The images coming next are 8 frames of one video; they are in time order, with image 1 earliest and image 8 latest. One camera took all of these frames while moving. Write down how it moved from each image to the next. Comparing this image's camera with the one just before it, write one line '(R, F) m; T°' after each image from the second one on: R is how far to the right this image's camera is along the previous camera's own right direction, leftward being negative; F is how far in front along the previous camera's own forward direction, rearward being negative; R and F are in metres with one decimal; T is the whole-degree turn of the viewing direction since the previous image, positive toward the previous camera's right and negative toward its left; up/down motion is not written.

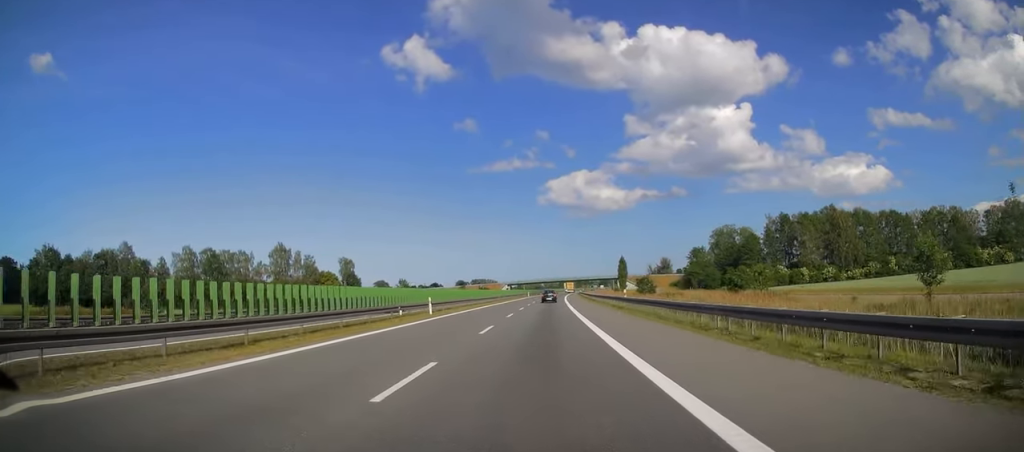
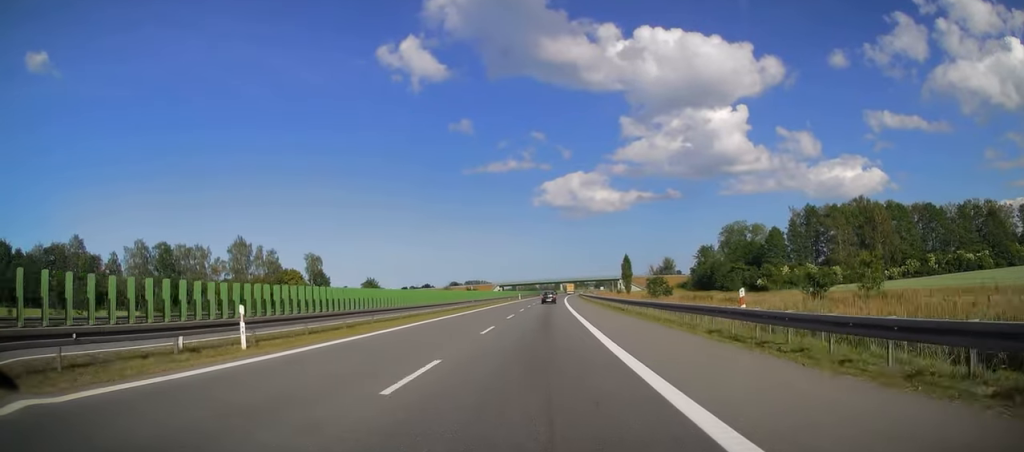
(-0.1, +23.4) m; 0°
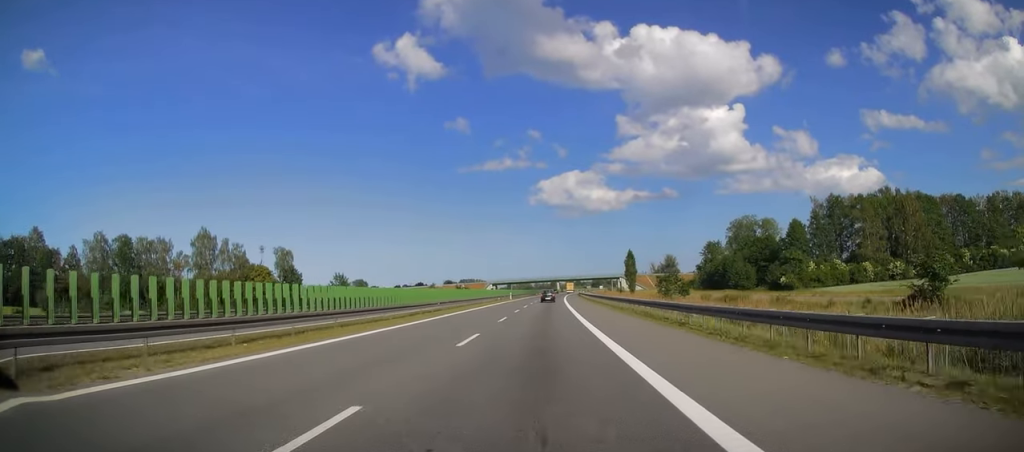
(+0.2, +17.1) m; +1°
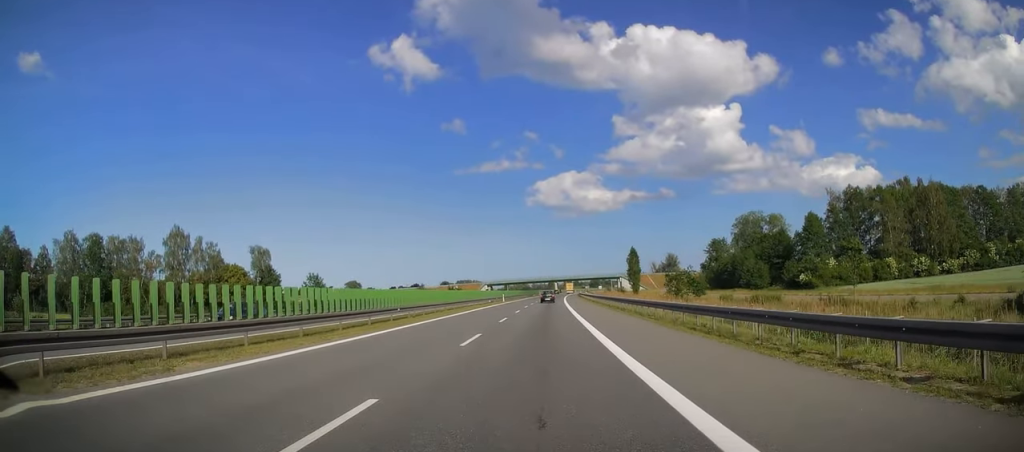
(0.0, +11.2) m; 0°
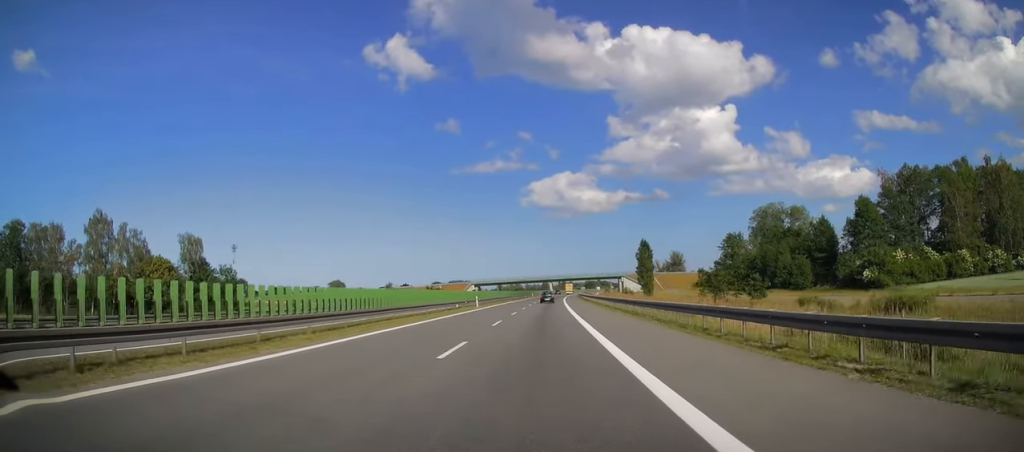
(+0.1, +26.9) m; +1°
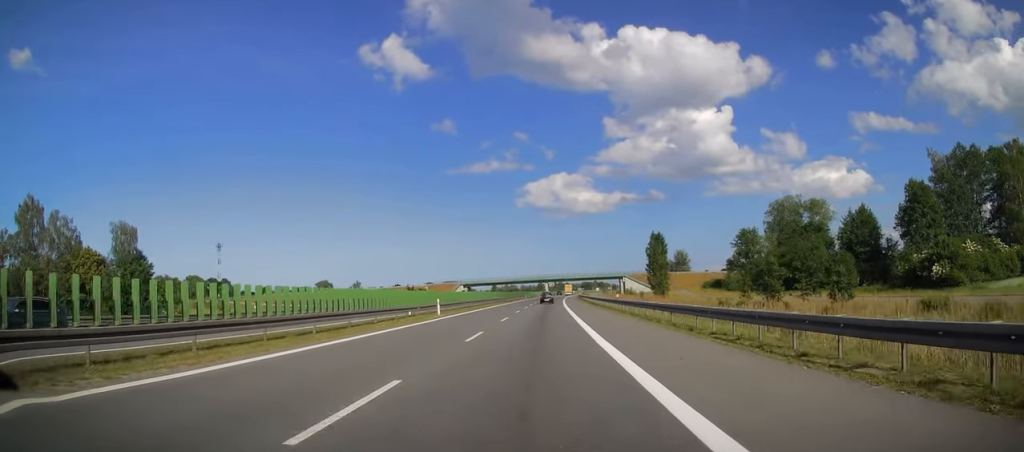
(+0.2, +19.3) m; +1°
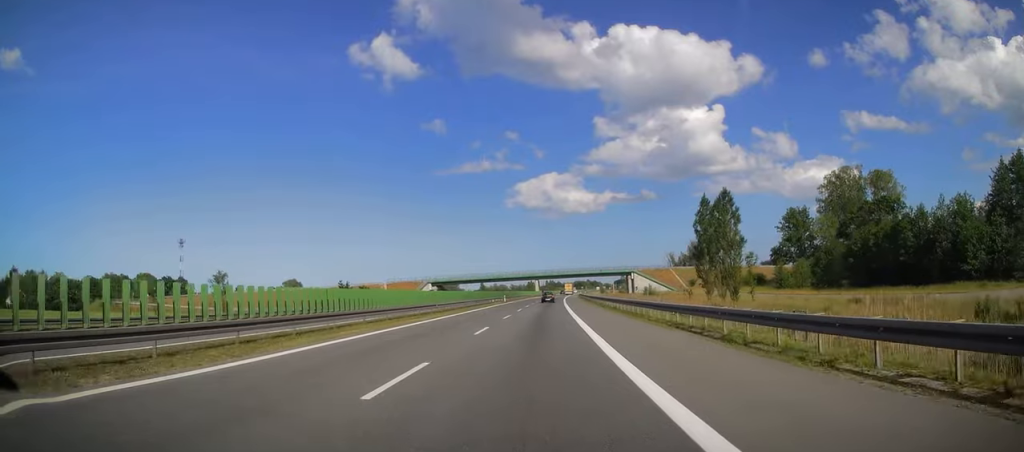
(0.0, +45.4) m; 0°
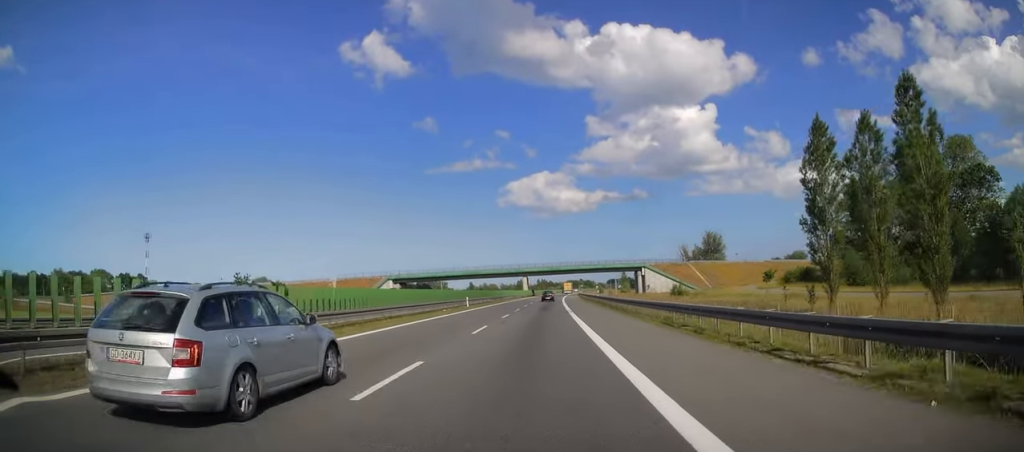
(+0.1, +35.9) m; +1°
